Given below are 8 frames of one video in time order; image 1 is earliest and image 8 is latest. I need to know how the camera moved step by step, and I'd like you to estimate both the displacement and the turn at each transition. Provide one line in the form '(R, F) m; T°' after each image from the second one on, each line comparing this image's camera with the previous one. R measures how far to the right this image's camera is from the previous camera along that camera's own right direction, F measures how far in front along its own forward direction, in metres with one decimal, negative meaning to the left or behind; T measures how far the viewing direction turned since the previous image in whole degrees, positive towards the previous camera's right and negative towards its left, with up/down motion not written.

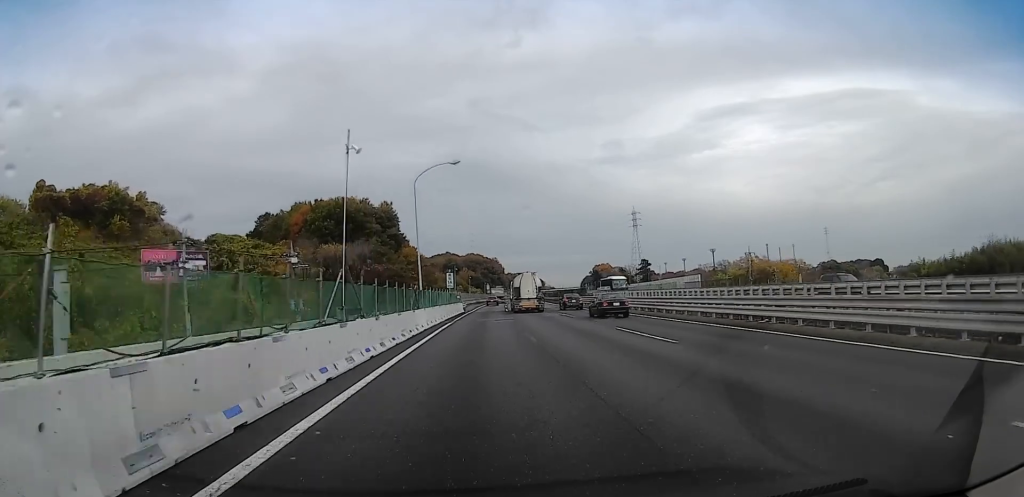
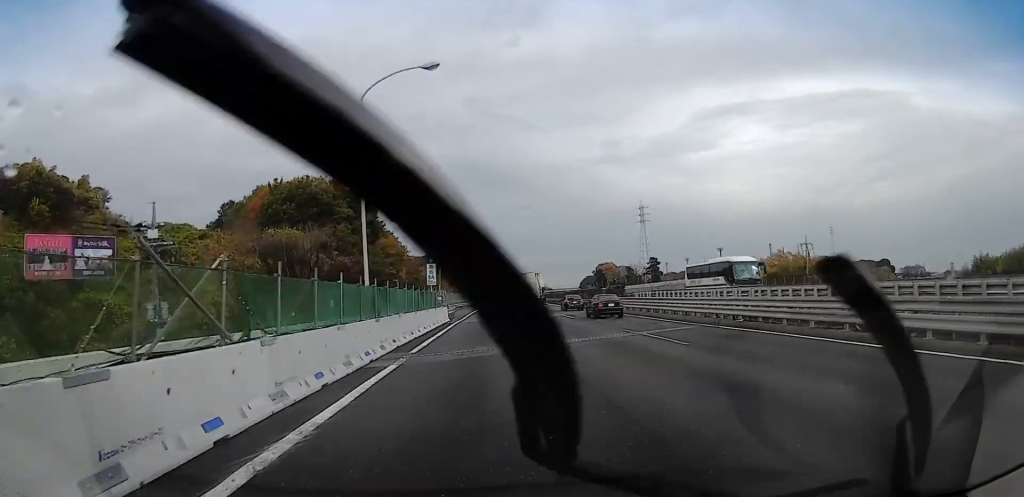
(0.0, +20.7) m; +1°
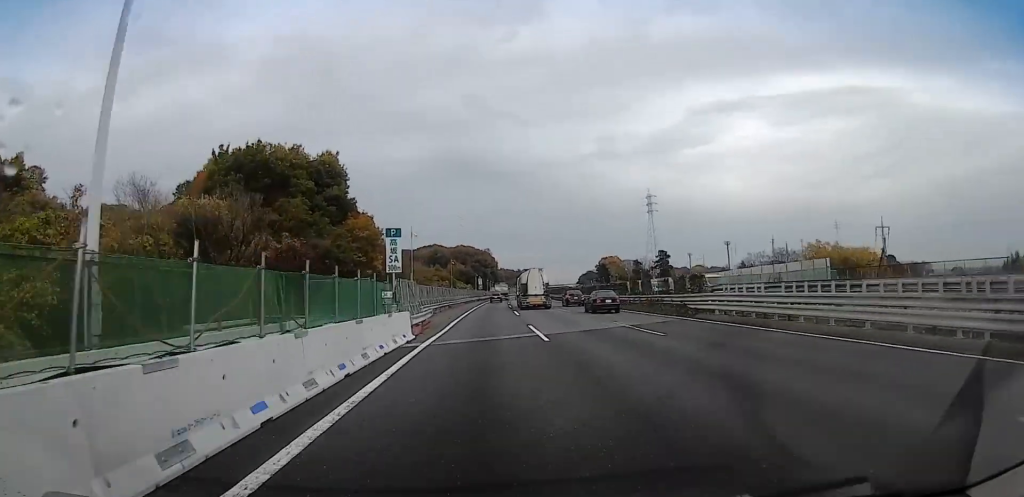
(+0.2, +19.0) m; 0°
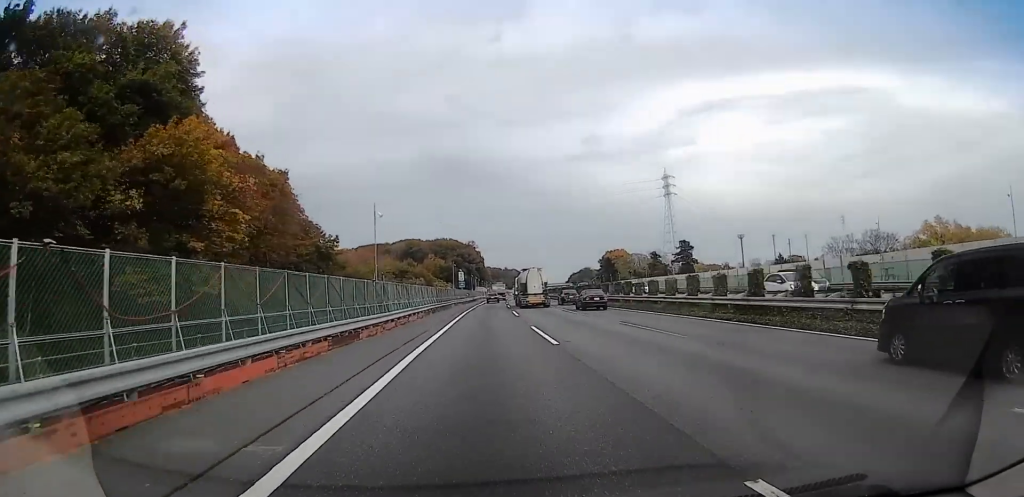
(-0.5, +42.5) m; +2°
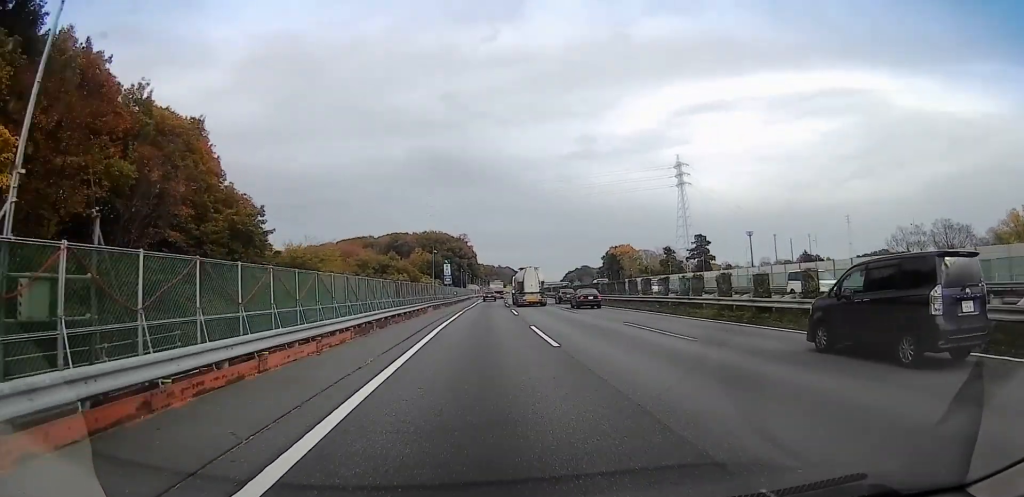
(+1.1, +21.2) m; +1°
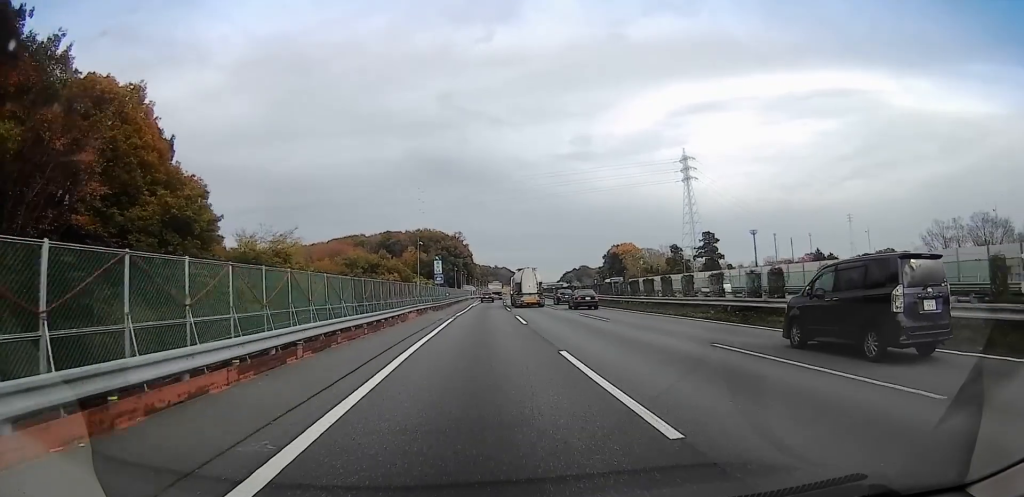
(+0.4, +9.2) m; 0°
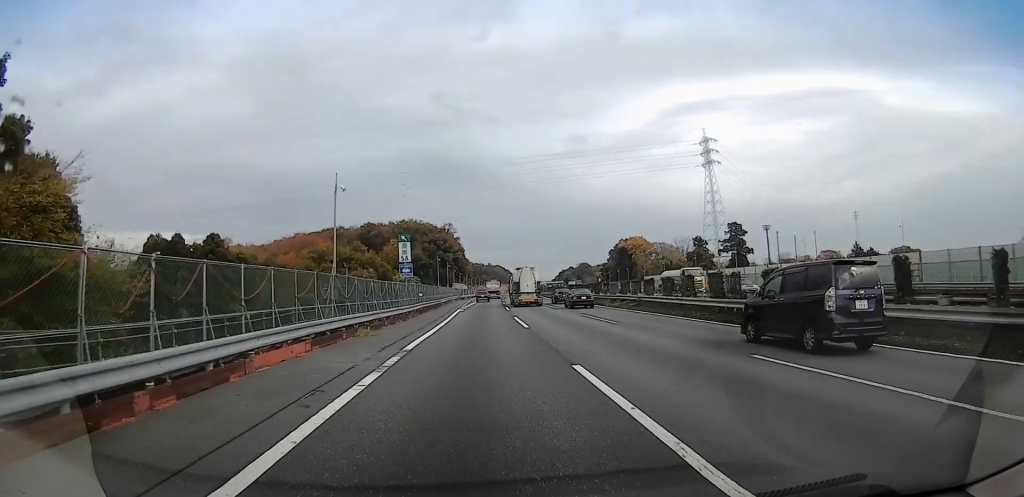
(-1.3, +22.2) m; -1°
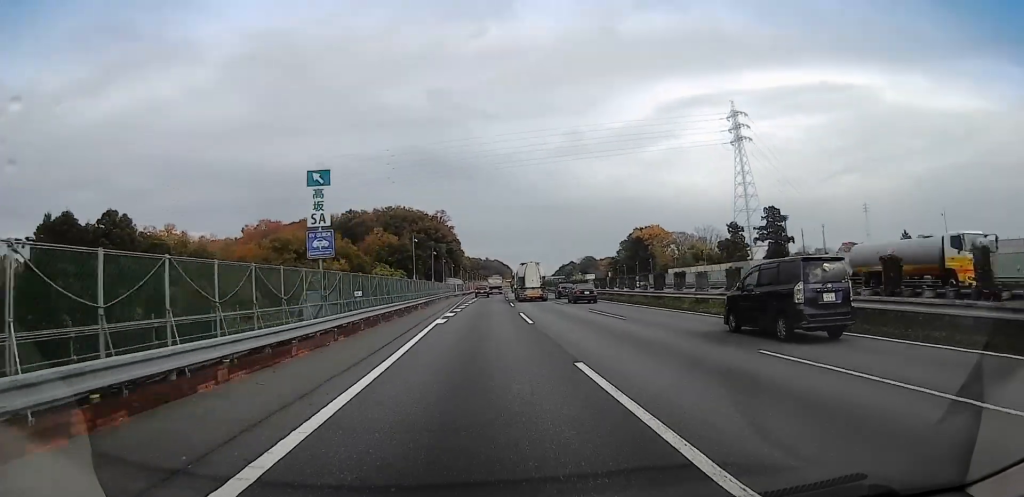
(+0.9, +21.6) m; +1°
